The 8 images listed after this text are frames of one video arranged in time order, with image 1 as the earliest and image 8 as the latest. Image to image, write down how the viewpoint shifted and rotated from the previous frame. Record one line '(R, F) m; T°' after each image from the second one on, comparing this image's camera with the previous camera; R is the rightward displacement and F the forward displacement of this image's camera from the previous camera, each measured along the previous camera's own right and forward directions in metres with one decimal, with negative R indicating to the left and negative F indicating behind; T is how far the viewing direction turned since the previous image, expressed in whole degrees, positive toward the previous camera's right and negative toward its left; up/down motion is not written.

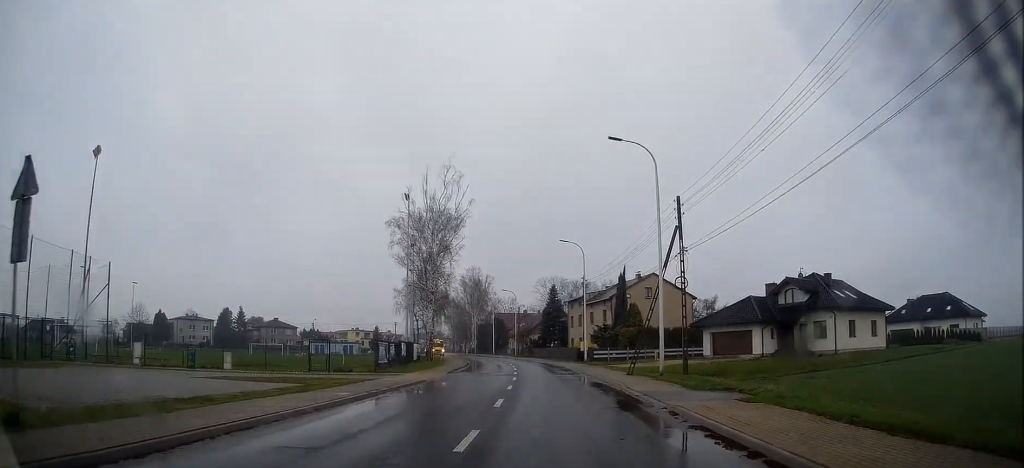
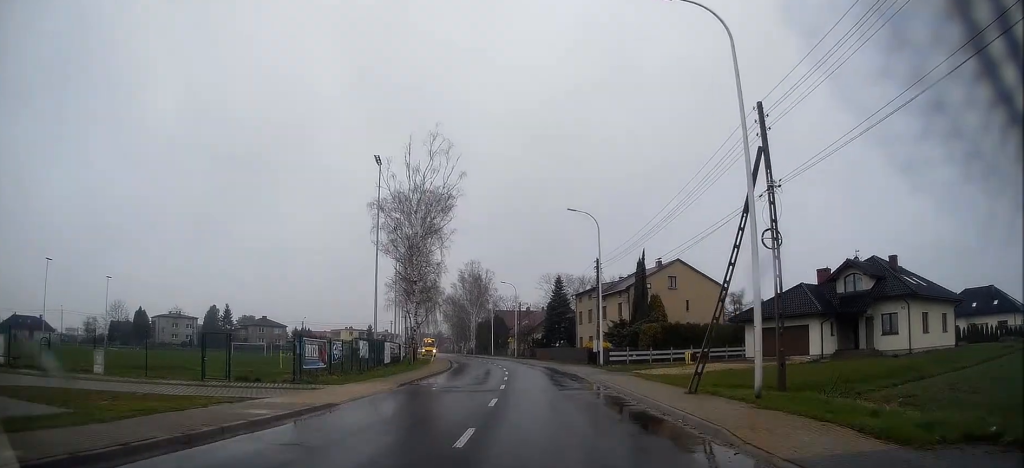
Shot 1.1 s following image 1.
(0.0, +11.5) m; -1°
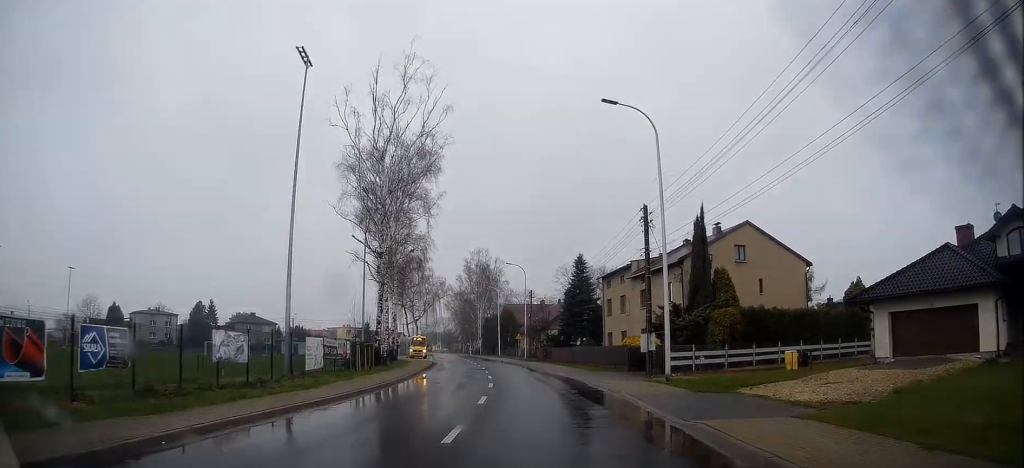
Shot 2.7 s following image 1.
(-0.1, +17.3) m; 0°
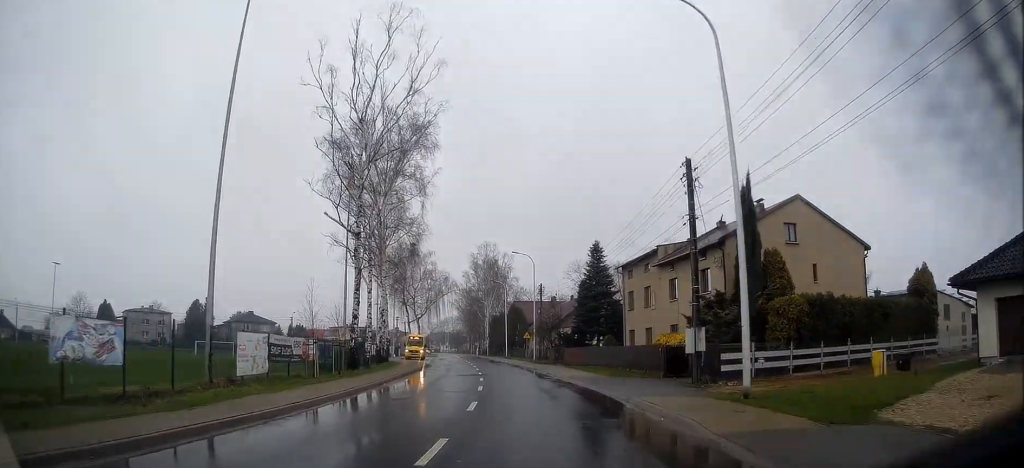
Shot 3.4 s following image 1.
(+0.1, +7.6) m; -1°
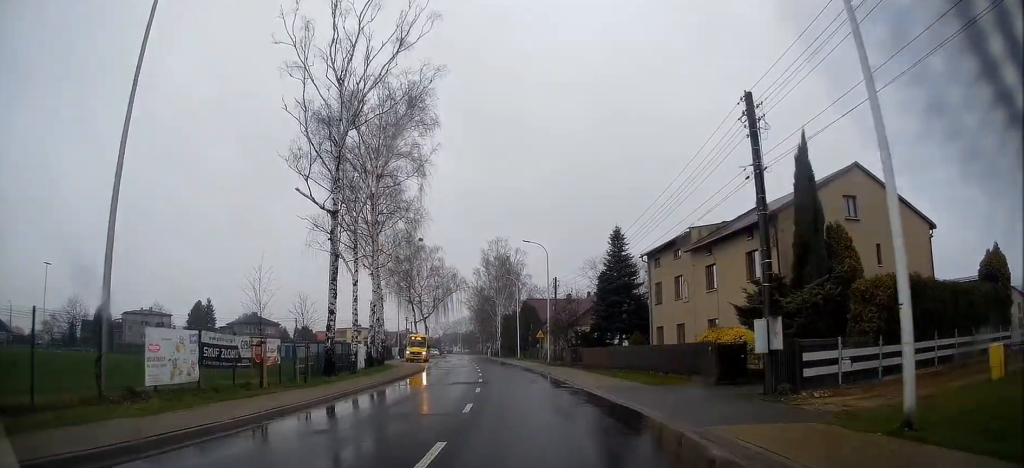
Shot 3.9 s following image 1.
(-0.1, +6.2) m; -2°
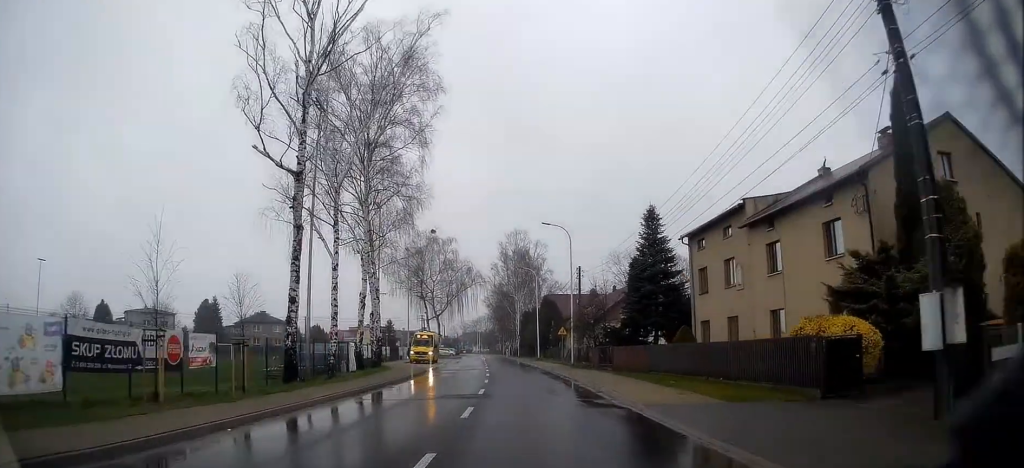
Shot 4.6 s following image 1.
(-0.1, +6.9) m; -2°
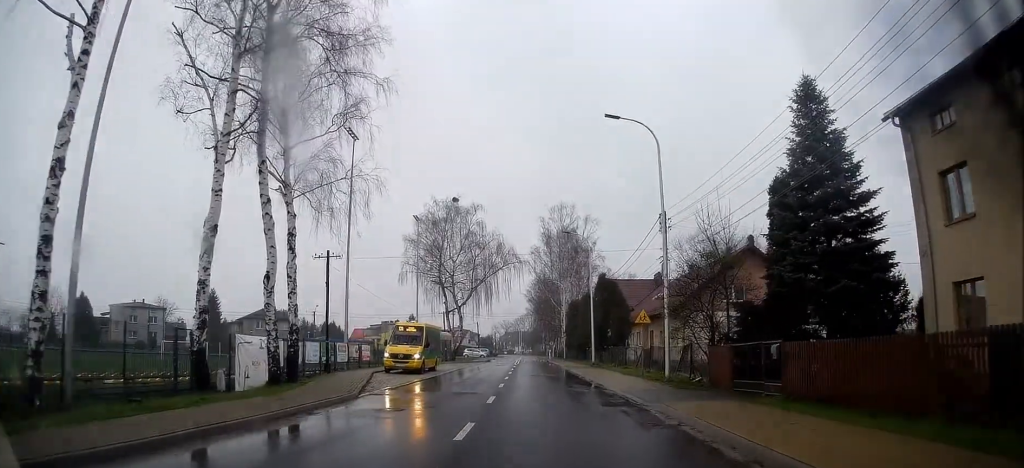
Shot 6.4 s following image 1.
(-0.9, +20.6) m; -3°
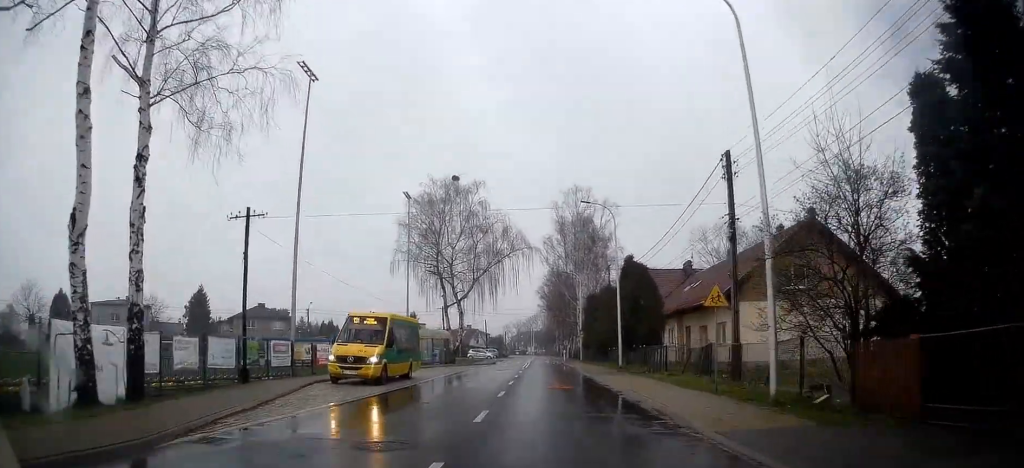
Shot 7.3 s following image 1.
(-0.1, +9.7) m; -1°
